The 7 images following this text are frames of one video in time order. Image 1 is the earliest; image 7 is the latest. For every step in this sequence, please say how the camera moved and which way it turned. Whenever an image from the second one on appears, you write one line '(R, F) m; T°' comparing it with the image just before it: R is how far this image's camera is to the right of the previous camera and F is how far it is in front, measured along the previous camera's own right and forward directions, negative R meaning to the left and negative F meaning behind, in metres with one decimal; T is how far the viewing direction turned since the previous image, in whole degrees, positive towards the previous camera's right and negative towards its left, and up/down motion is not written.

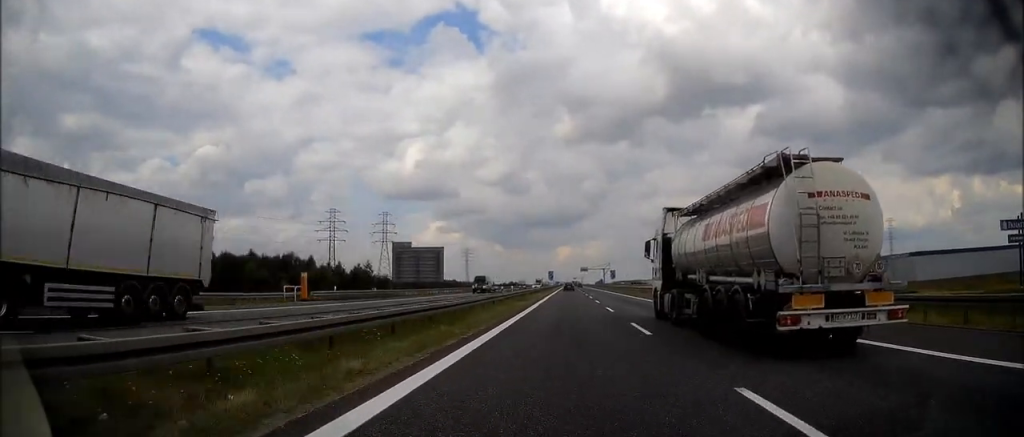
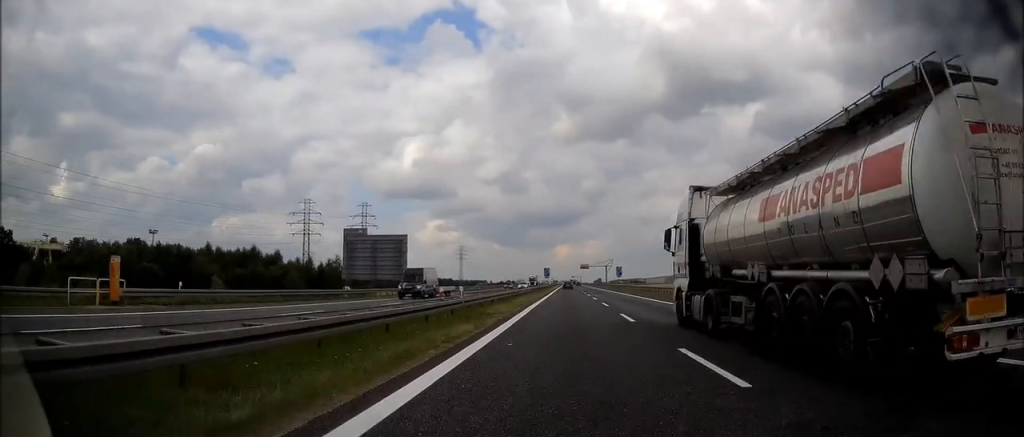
(-0.2, +20.7) m; 0°
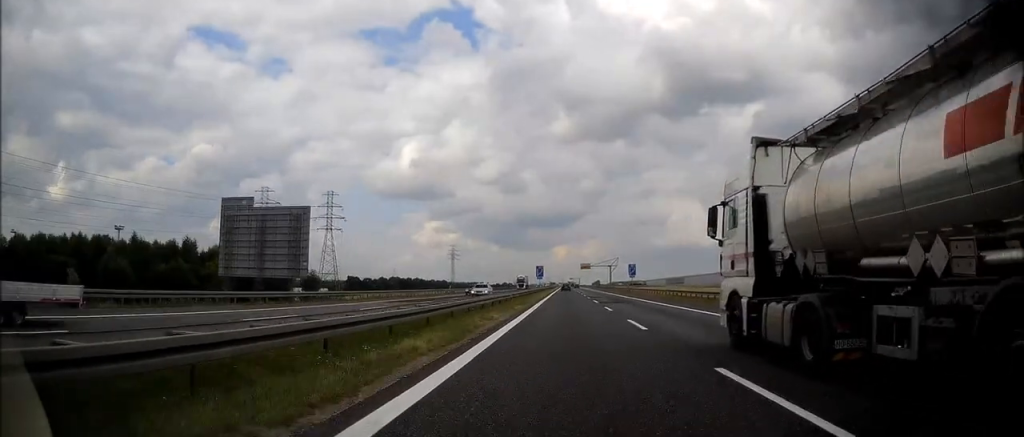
(+0.4, +27.9) m; +1°
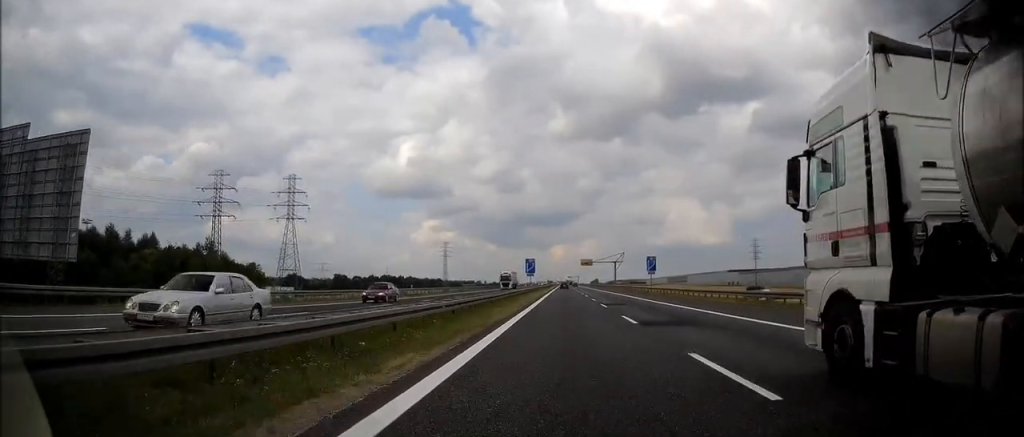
(0.0, +23.7) m; 0°
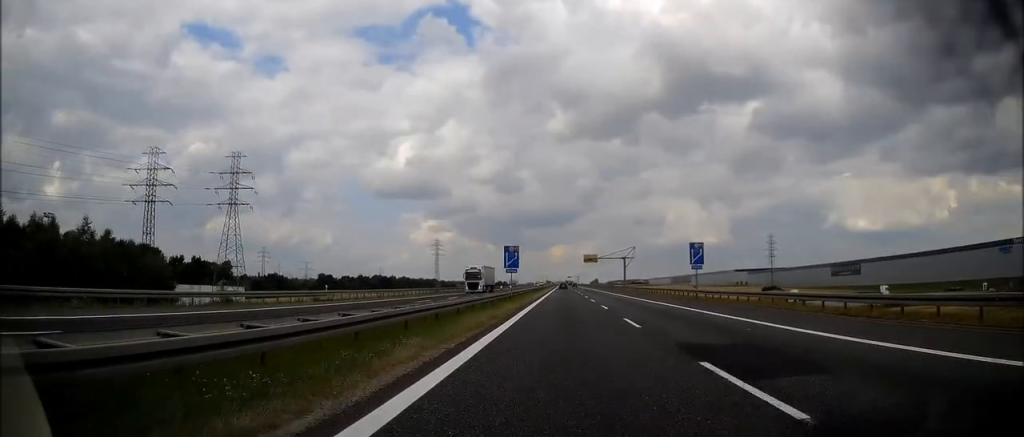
(0.0, +26.8) m; 0°
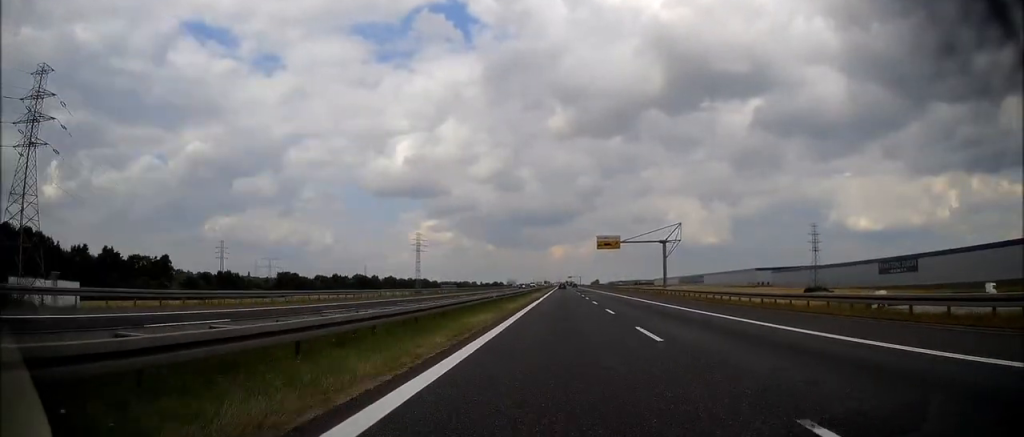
(0.0, +55.3) m; 0°
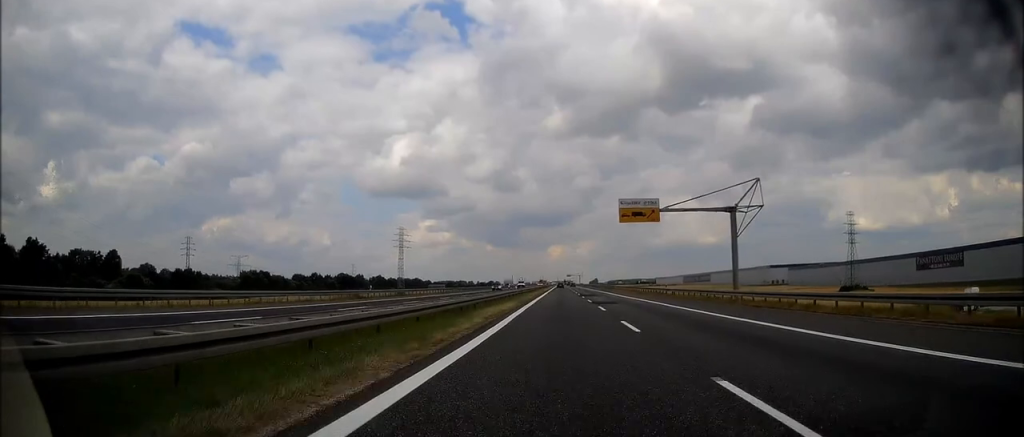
(0.0, +35.0) m; 0°
